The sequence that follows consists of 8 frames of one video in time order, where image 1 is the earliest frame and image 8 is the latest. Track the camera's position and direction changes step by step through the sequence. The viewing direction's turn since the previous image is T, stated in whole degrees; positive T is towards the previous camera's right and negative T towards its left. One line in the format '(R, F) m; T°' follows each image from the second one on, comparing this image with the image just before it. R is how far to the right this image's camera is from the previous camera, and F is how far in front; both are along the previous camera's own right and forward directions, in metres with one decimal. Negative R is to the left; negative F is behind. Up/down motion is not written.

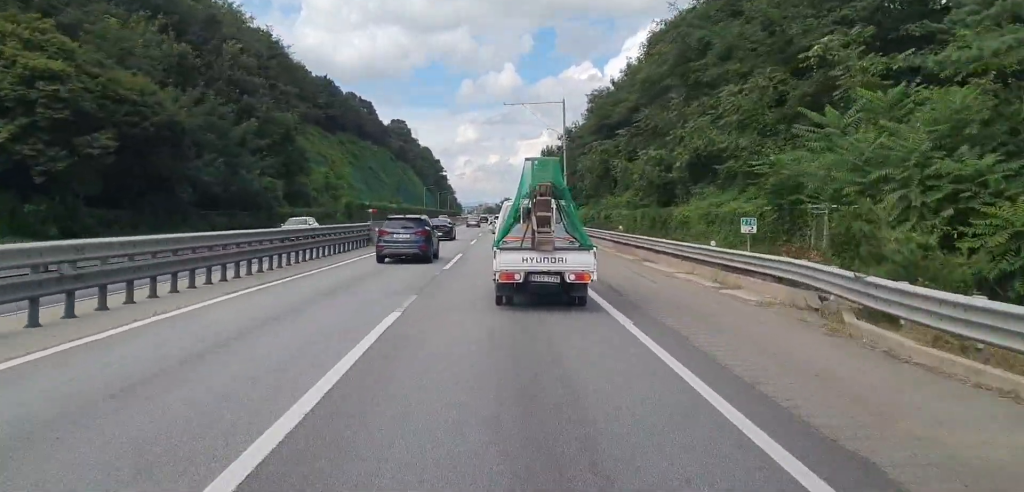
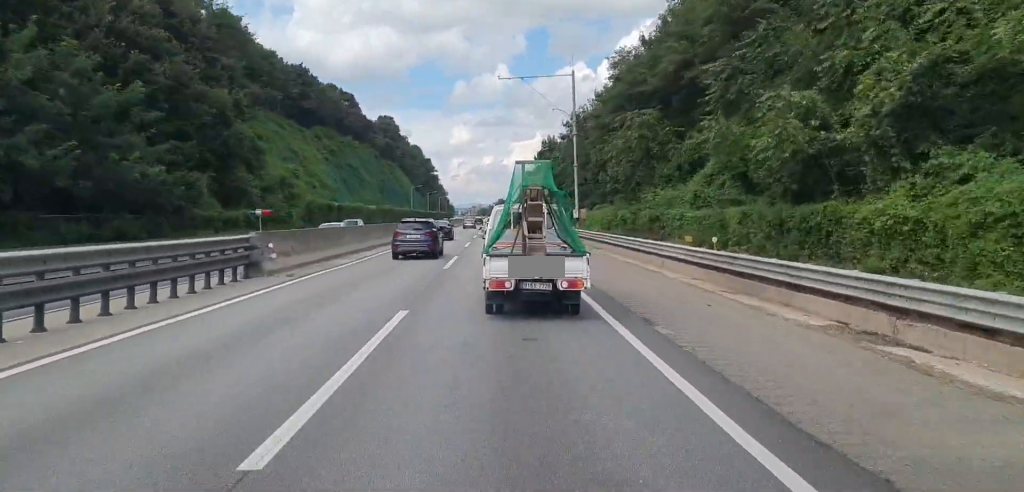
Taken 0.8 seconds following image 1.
(-0.2, +18.7) m; +1°
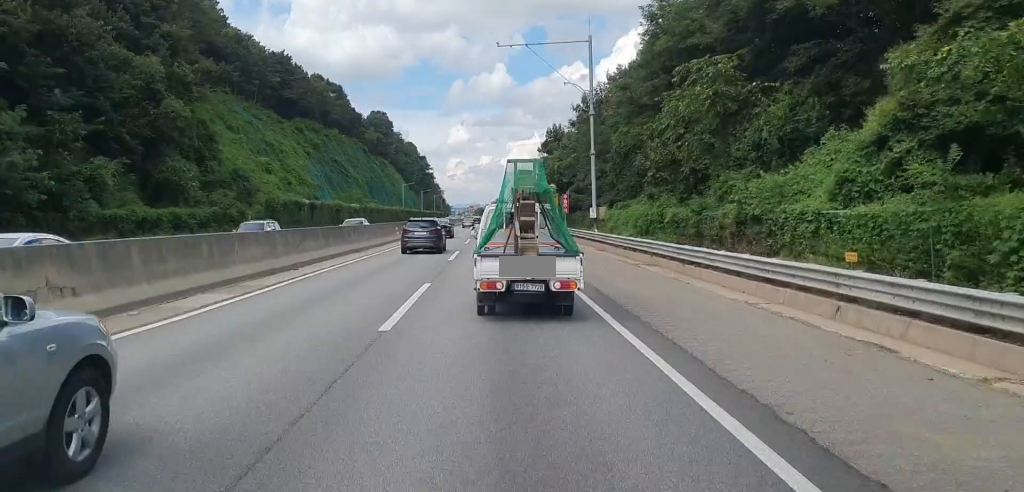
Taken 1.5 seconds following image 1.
(+0.3, +14.2) m; 0°
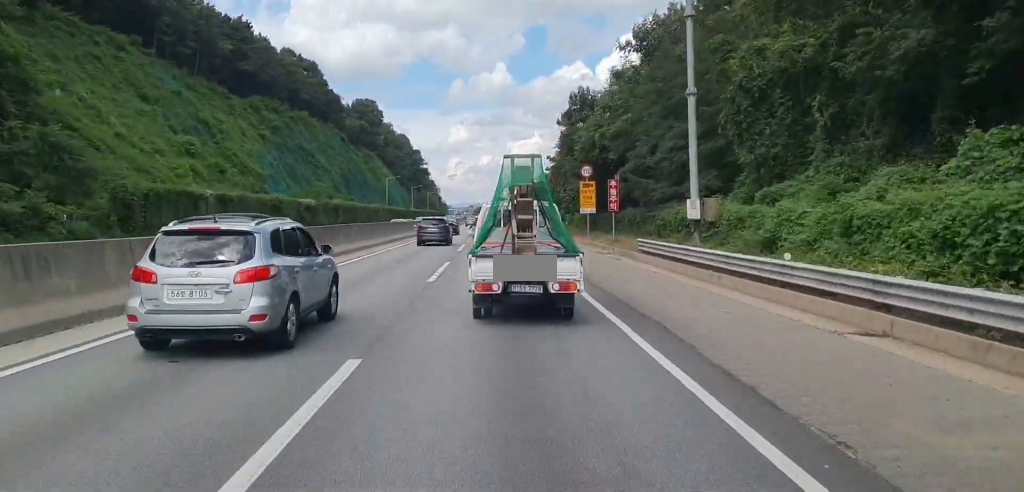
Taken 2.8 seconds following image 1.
(-0.2, +29.2) m; -1°
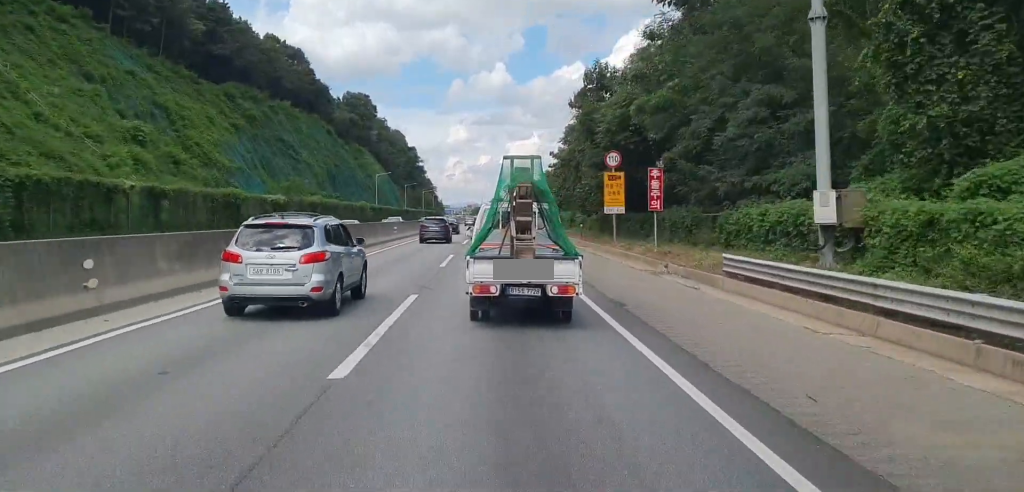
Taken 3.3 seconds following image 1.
(0.0, +12.0) m; 0°
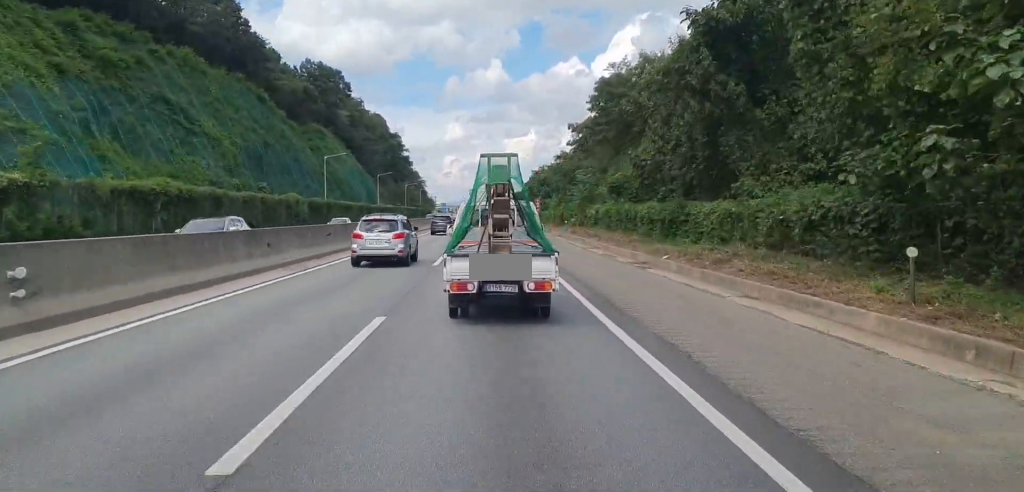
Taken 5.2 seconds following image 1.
(+0.6, +42.9) m; 0°
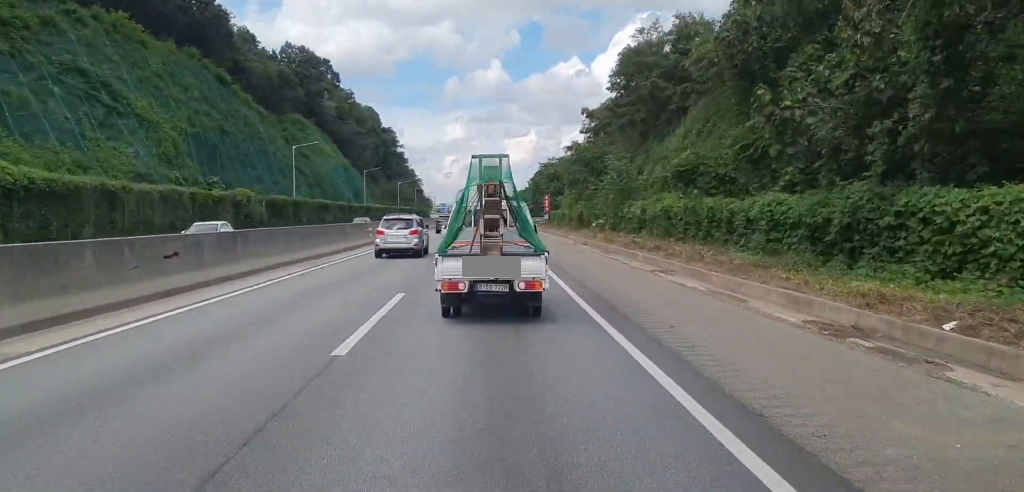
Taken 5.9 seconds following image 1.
(-0.4, +16.6) m; 0°
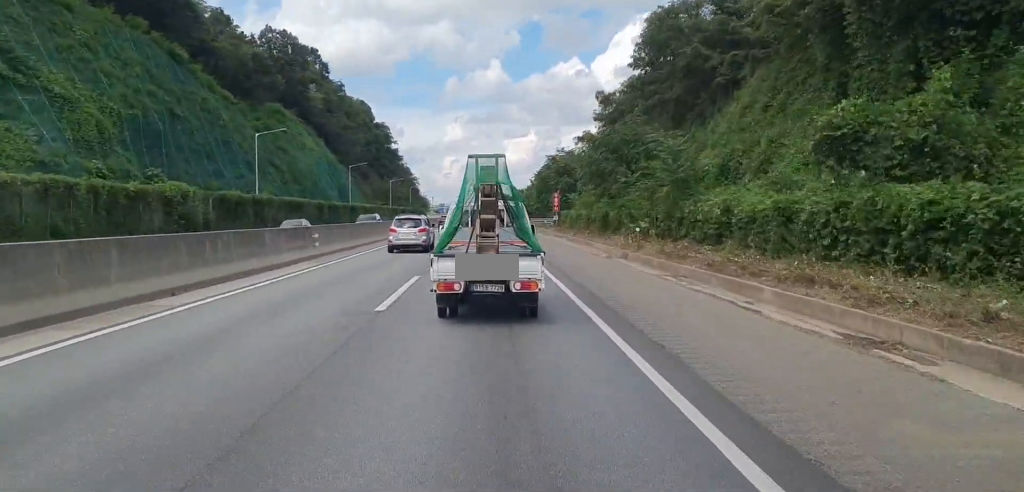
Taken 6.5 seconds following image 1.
(+0.2, +13.6) m; 0°
